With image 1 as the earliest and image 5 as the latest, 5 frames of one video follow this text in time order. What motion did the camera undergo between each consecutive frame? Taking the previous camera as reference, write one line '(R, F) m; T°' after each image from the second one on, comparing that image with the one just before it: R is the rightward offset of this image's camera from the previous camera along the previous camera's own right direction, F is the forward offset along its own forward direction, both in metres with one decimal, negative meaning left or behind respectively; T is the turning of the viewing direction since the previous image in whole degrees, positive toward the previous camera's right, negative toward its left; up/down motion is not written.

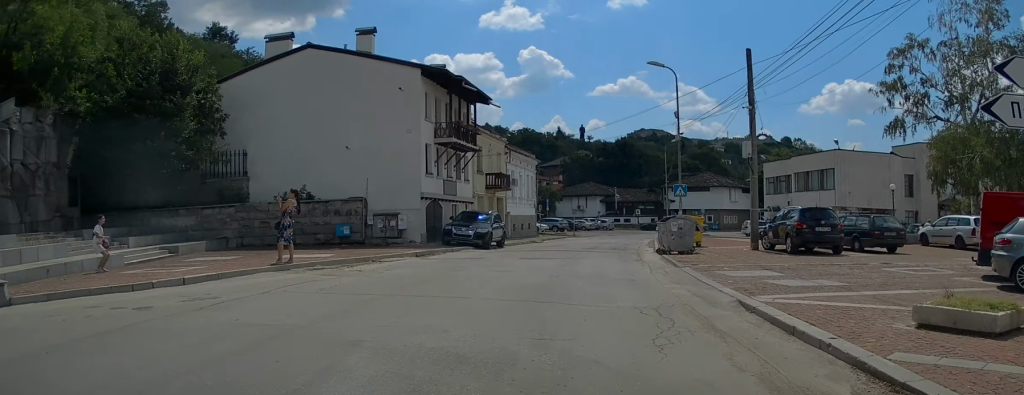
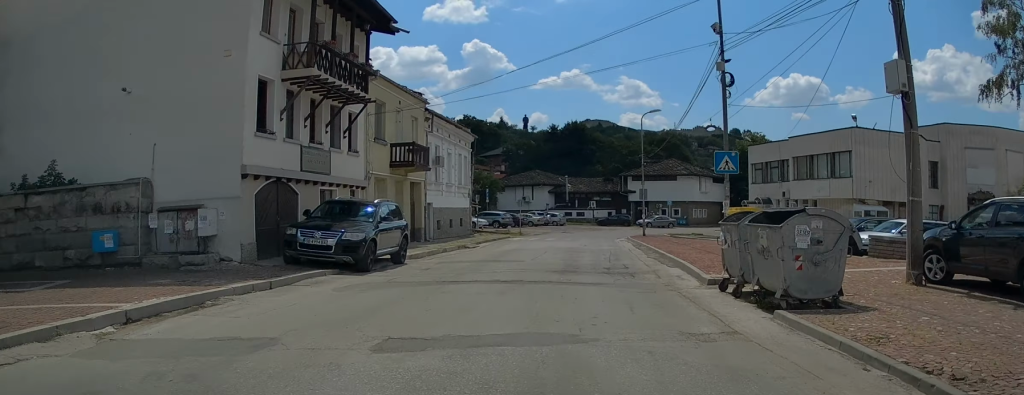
(+0.7, +13.2) m; +7°
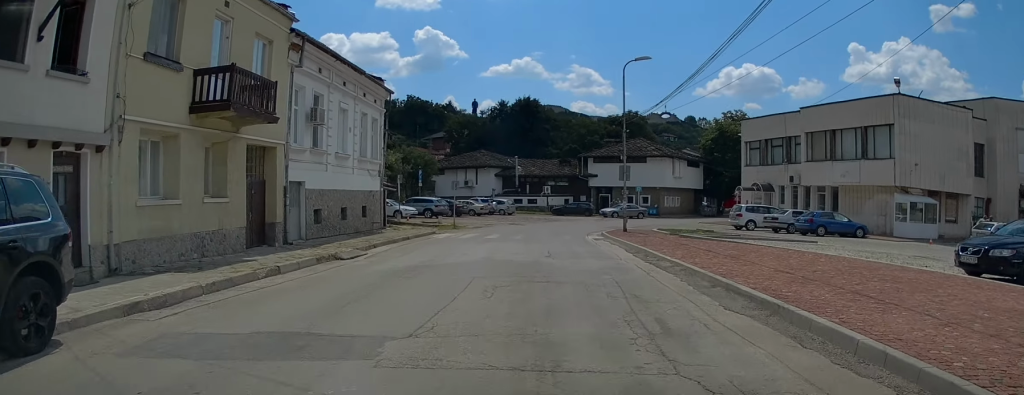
(+0.8, +12.4) m; +7°
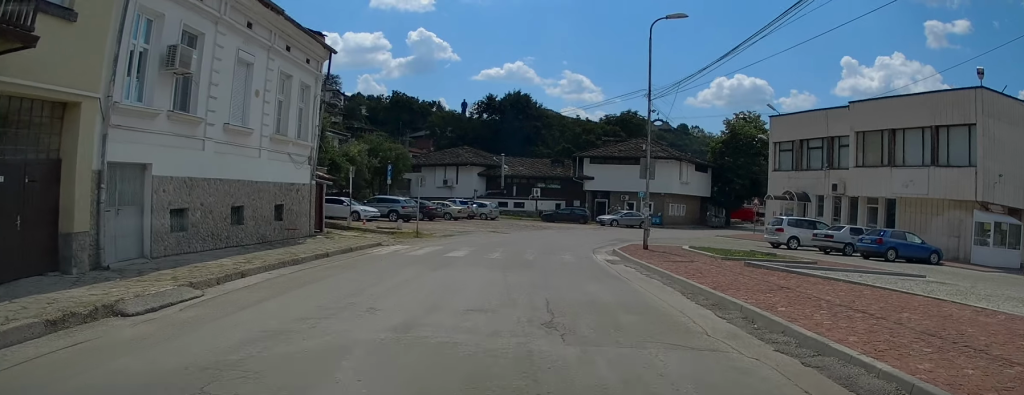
(+0.2, +8.5) m; +1°
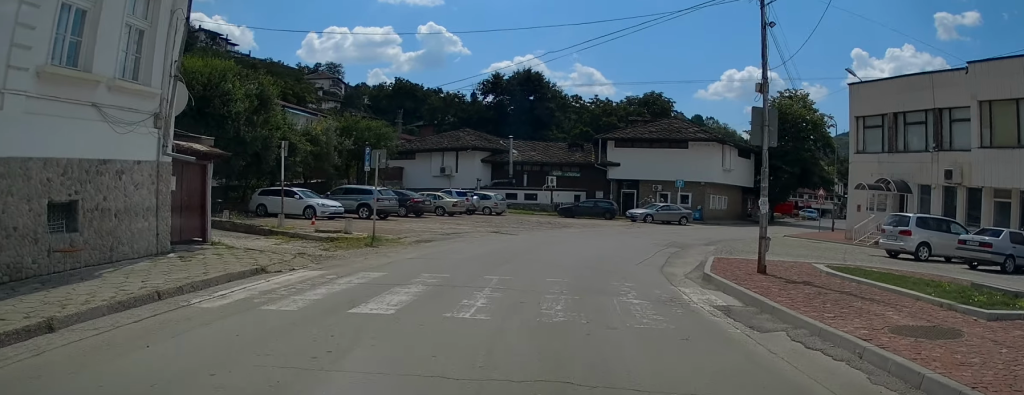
(-0.1, +10.3) m; -1°
